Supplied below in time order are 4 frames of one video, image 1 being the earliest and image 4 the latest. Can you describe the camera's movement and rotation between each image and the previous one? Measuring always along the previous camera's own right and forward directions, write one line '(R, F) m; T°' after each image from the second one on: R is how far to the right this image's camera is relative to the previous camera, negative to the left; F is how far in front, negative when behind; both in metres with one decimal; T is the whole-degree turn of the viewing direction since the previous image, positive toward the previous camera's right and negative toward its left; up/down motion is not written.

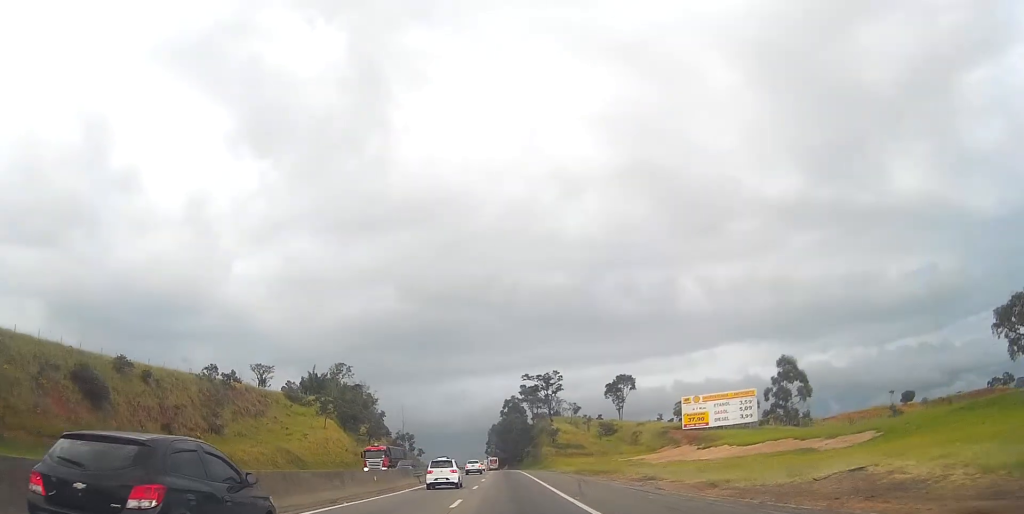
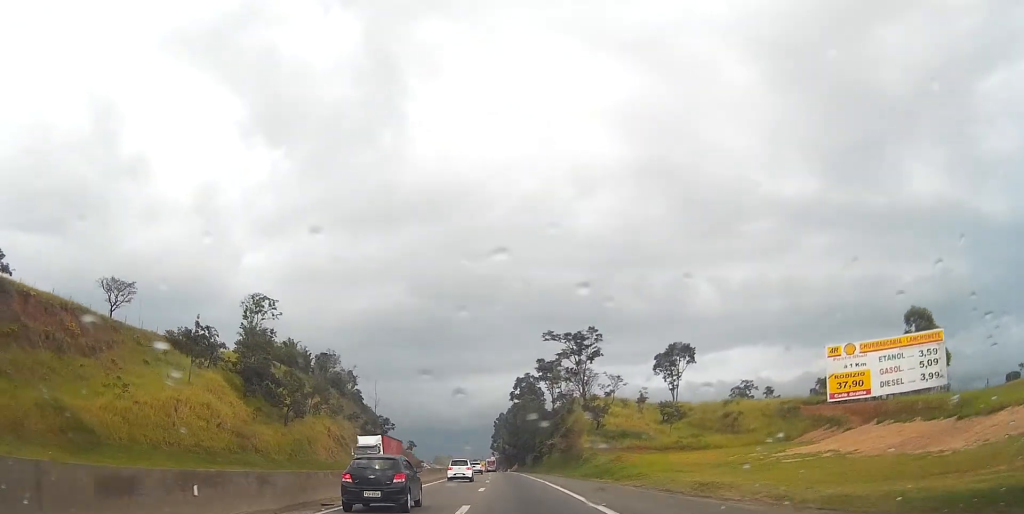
(-0.3, +62.5) m; 0°
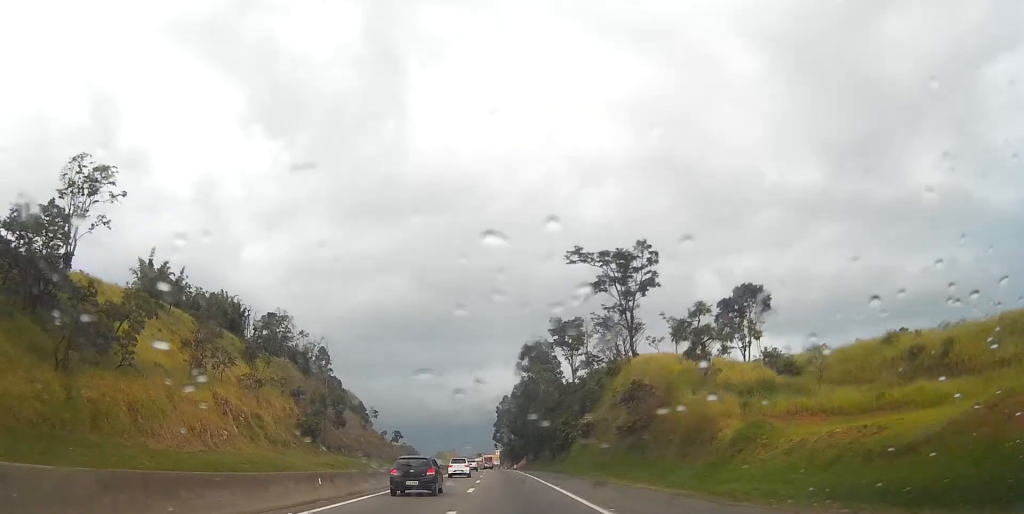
(-0.3, +49.2) m; -1°
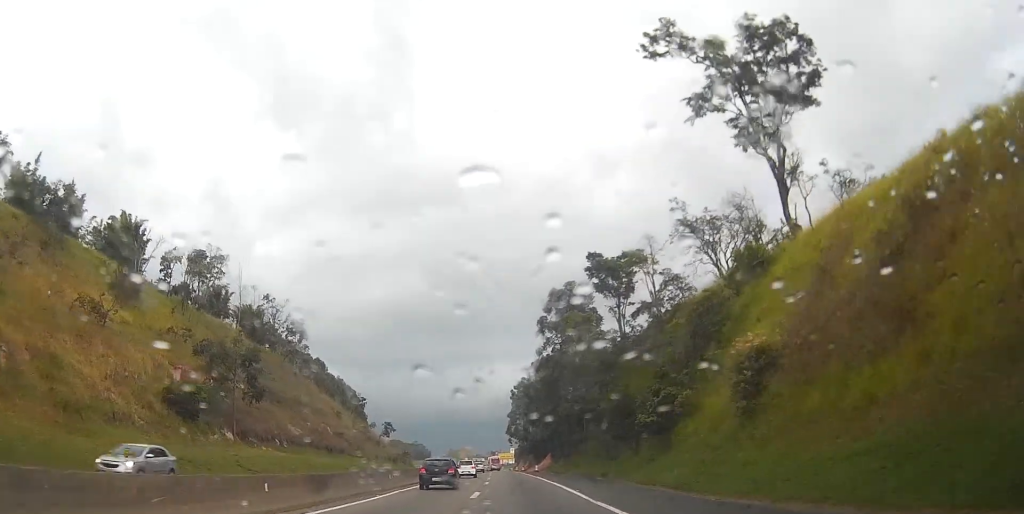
(-0.5, +46.0) m; -1°
